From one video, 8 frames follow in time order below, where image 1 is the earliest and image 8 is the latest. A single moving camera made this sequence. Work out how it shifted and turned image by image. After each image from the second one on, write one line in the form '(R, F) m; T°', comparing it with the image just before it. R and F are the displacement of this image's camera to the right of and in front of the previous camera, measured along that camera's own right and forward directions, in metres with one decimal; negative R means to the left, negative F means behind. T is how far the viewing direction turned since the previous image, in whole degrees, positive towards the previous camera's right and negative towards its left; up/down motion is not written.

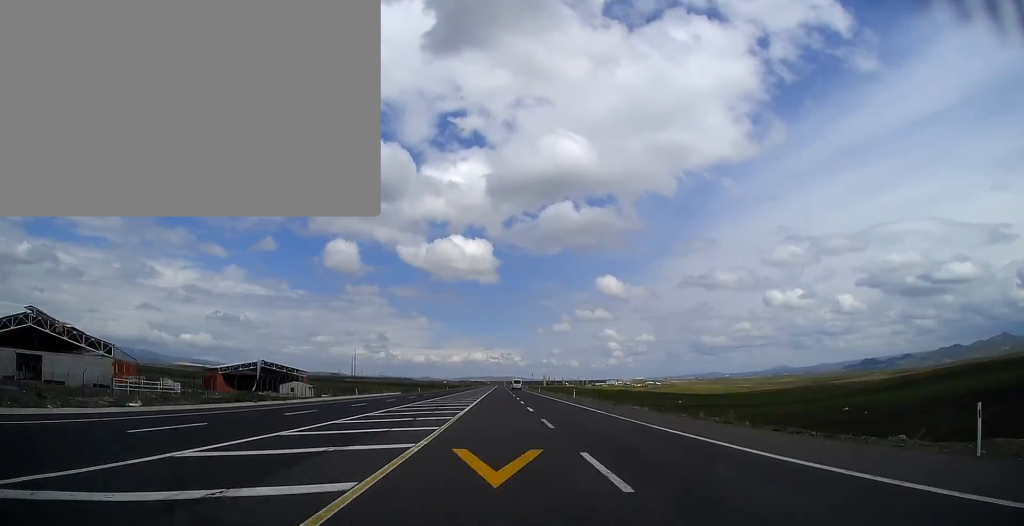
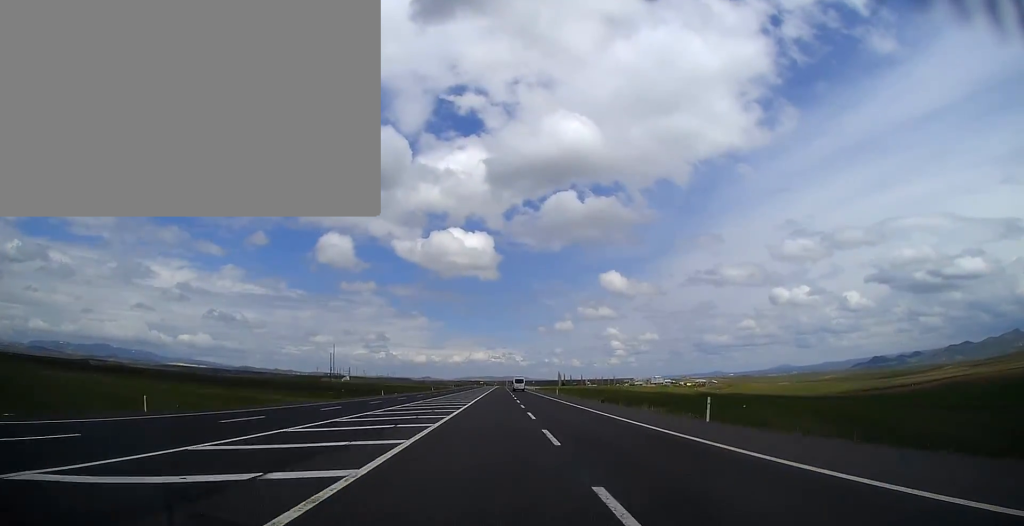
(+0.1, +224.7) m; 0°
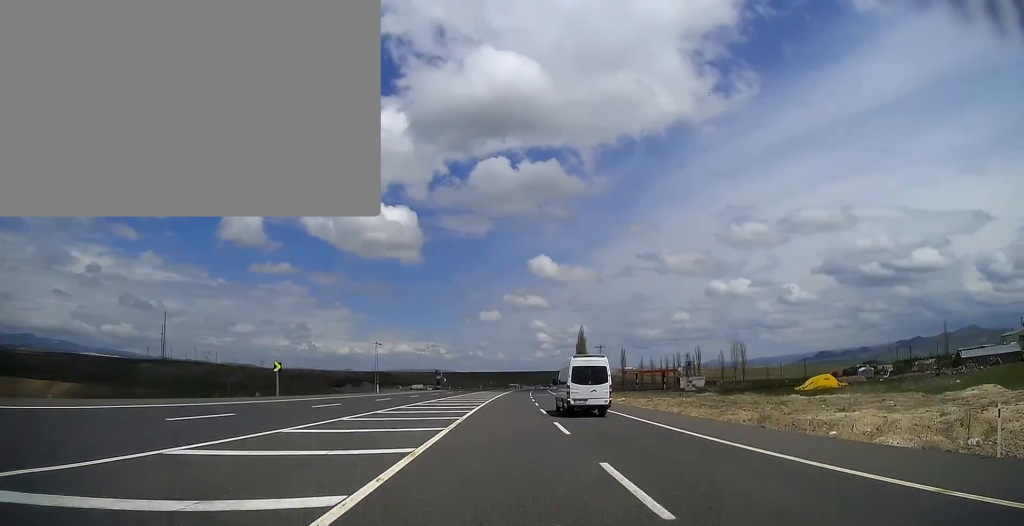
(+26.3, +510.0) m; +9°
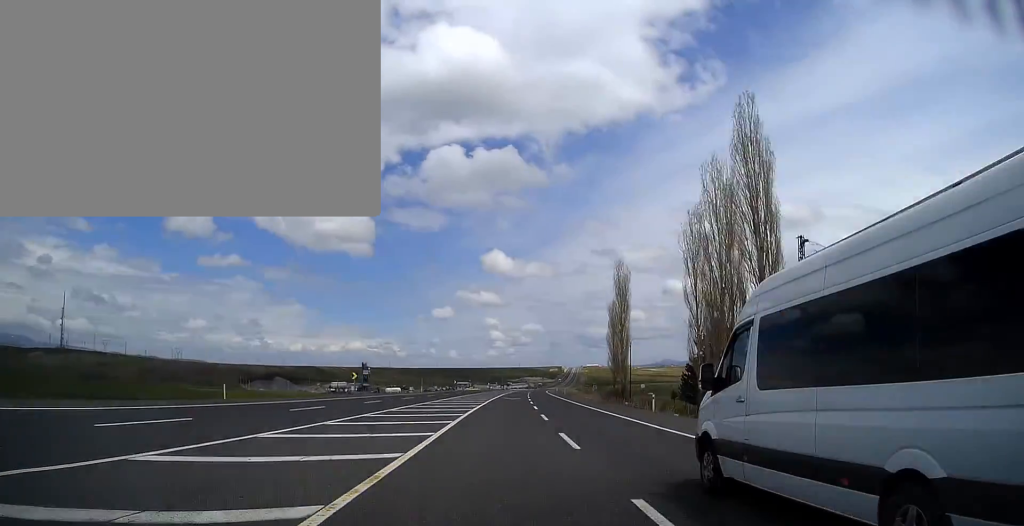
(+5.1, +153.8) m; +5°
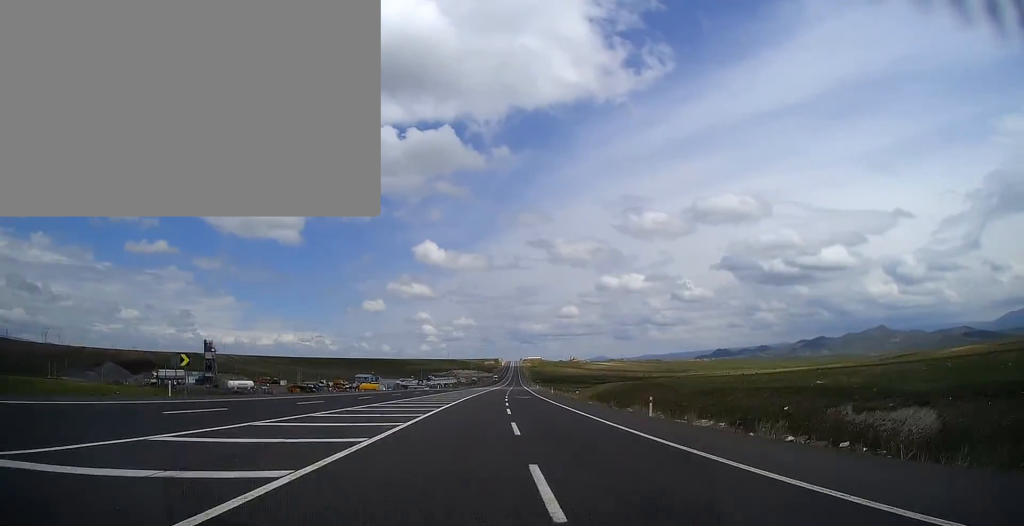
(+9.9, +187.5) m; +4°
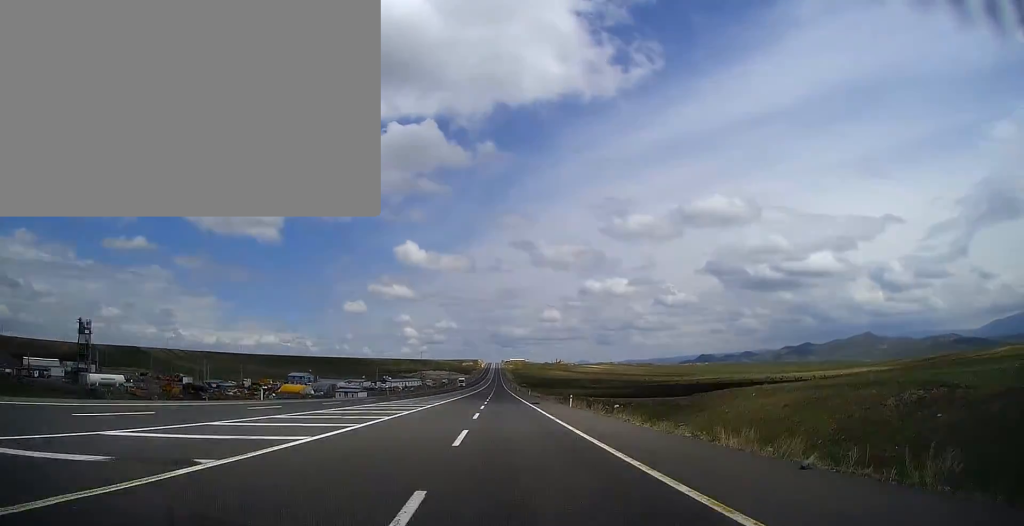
(+1.7, +97.9) m; +1°
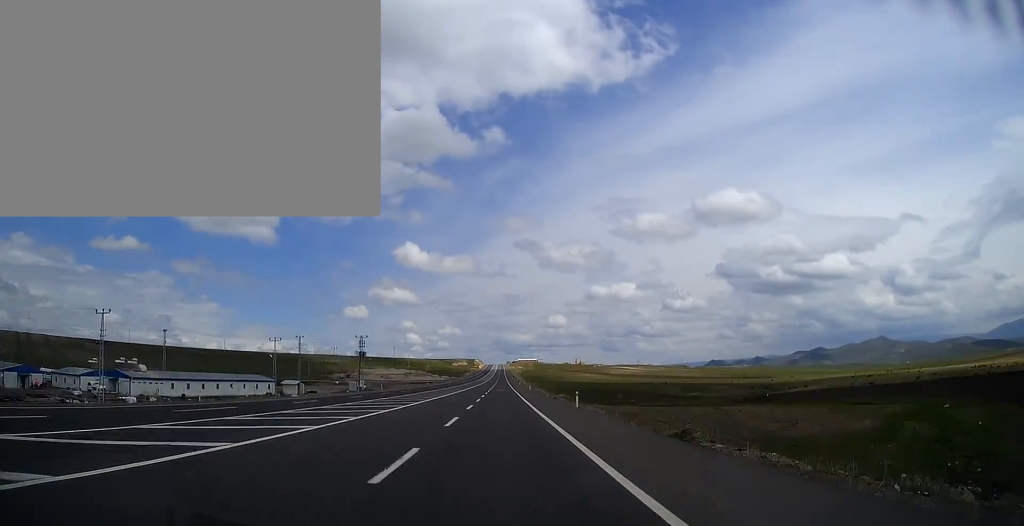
(+2.5, +228.5) m; +1°
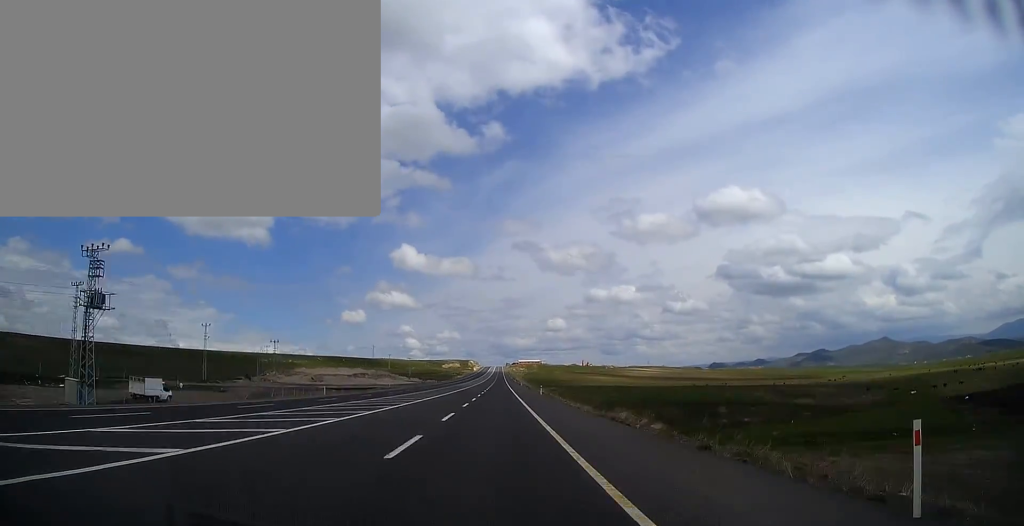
(+0.2, +84.6) m; 0°
